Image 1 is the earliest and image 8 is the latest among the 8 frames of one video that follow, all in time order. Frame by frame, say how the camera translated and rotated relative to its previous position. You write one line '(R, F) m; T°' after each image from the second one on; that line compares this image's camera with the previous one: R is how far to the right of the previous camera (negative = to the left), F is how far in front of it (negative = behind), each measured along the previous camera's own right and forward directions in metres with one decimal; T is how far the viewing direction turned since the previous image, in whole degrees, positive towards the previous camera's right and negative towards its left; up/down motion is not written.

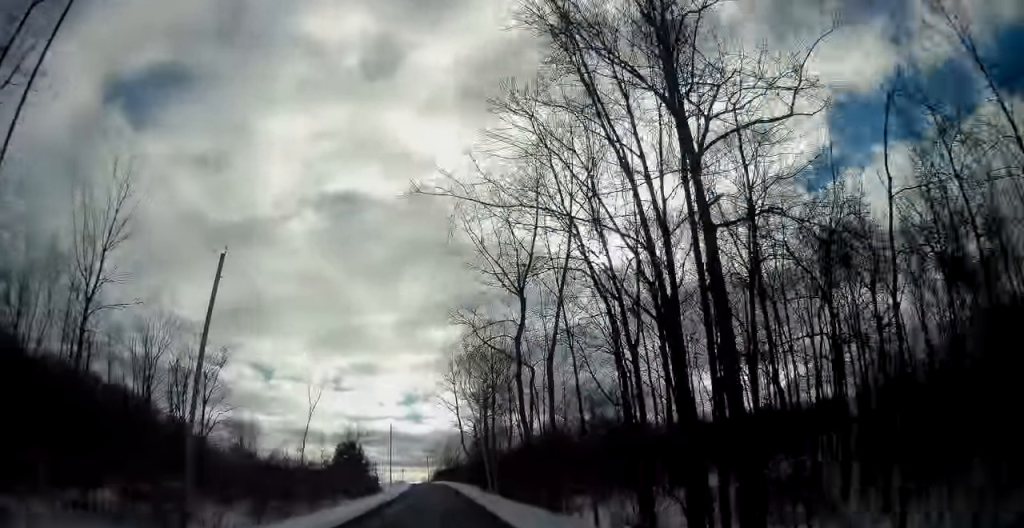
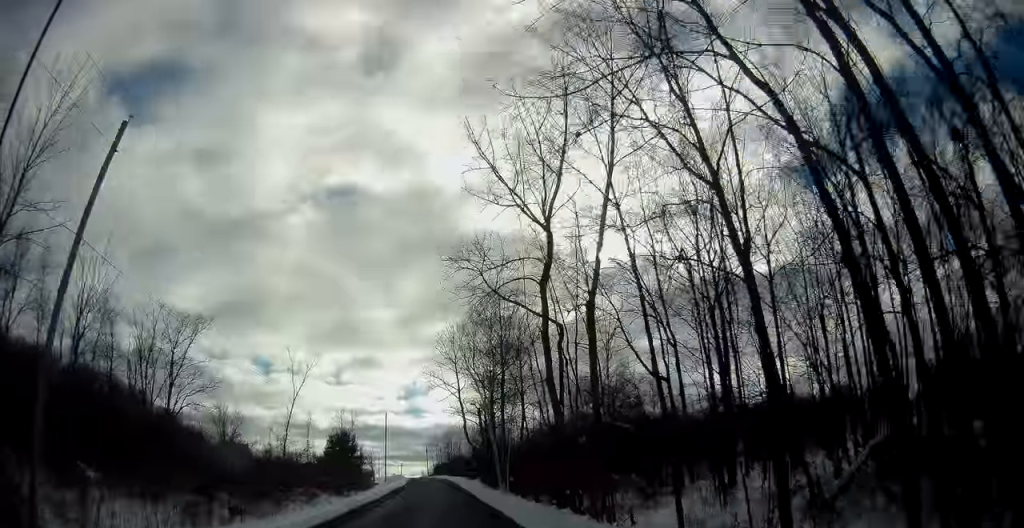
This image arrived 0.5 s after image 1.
(0.0, +8.8) m; 0°
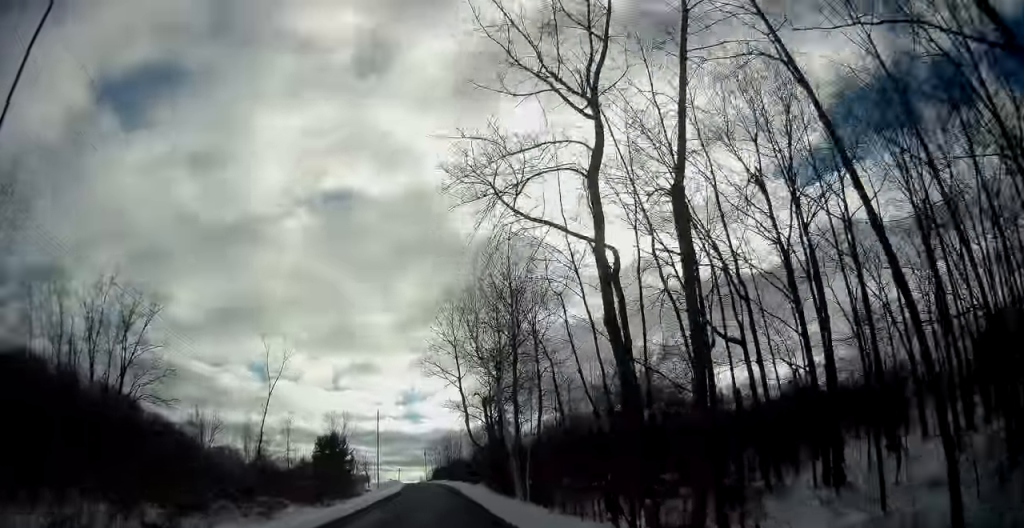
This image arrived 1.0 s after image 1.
(0.0, +9.4) m; 0°
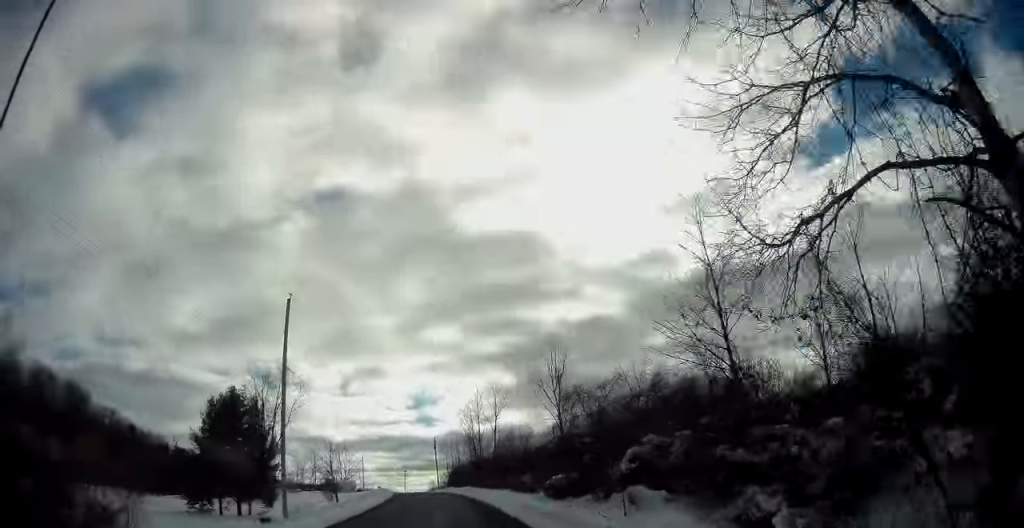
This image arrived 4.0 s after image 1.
(0.0, +53.0) m; -1°
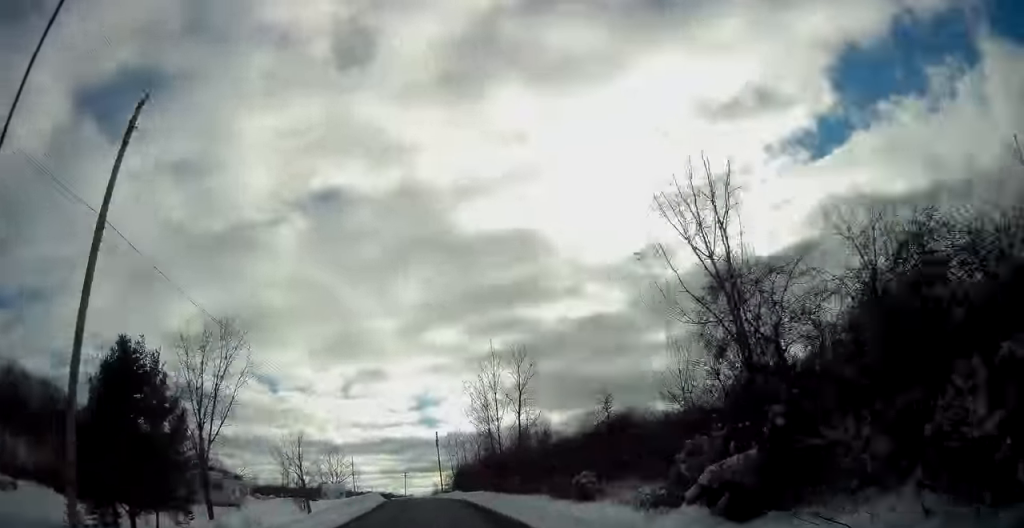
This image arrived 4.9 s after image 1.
(0.0, +17.9) m; 0°
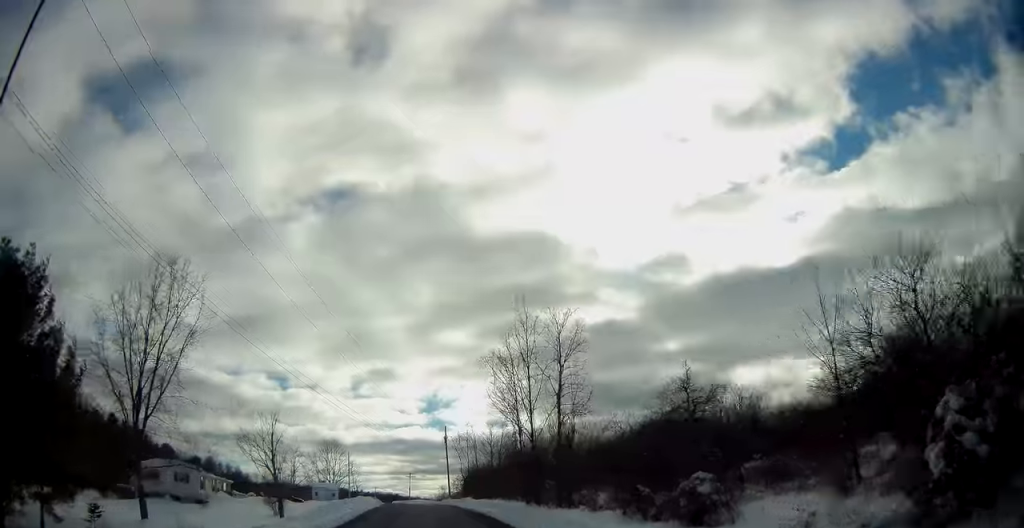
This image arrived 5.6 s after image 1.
(0.0, +11.8) m; 0°
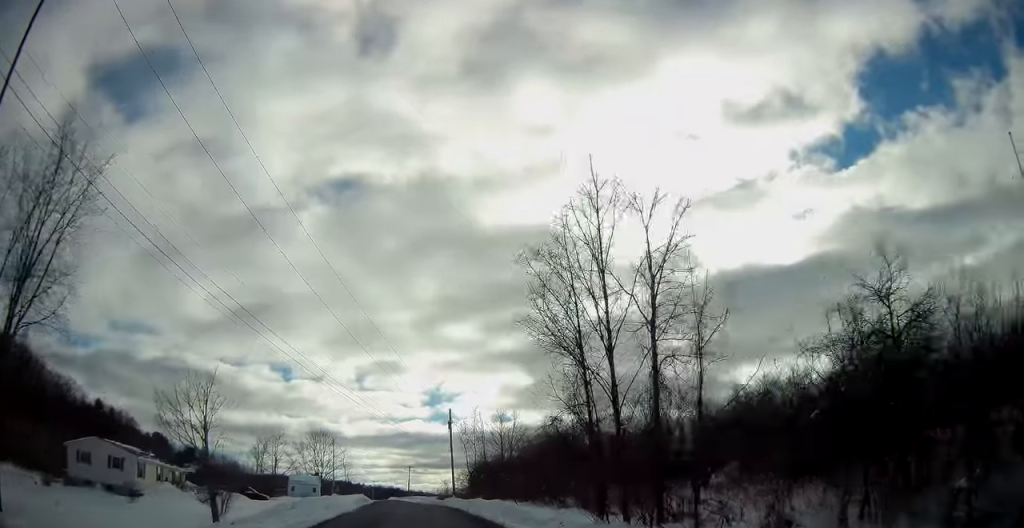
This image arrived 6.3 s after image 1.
(-0.1, +14.3) m; -1°
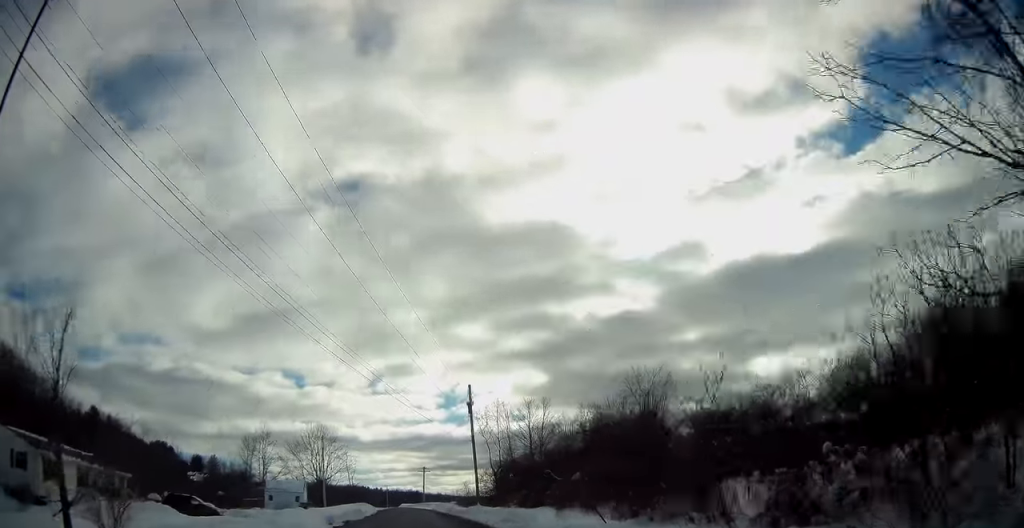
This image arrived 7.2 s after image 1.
(0.0, +15.5) m; -1°
